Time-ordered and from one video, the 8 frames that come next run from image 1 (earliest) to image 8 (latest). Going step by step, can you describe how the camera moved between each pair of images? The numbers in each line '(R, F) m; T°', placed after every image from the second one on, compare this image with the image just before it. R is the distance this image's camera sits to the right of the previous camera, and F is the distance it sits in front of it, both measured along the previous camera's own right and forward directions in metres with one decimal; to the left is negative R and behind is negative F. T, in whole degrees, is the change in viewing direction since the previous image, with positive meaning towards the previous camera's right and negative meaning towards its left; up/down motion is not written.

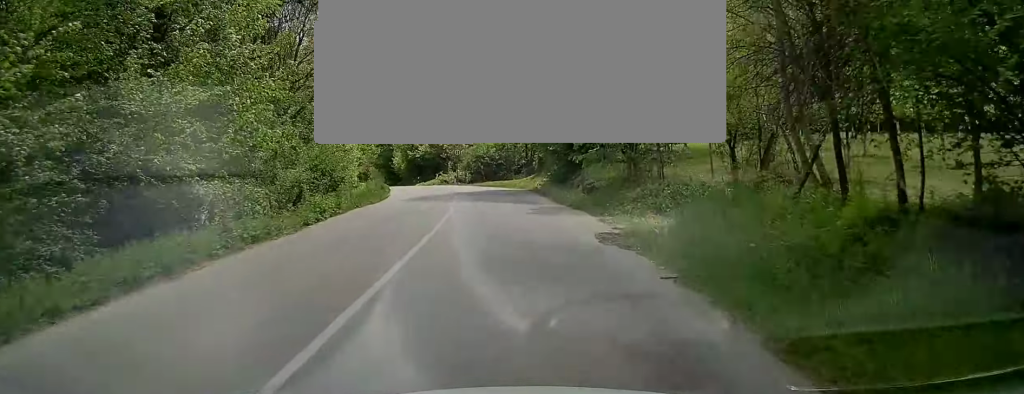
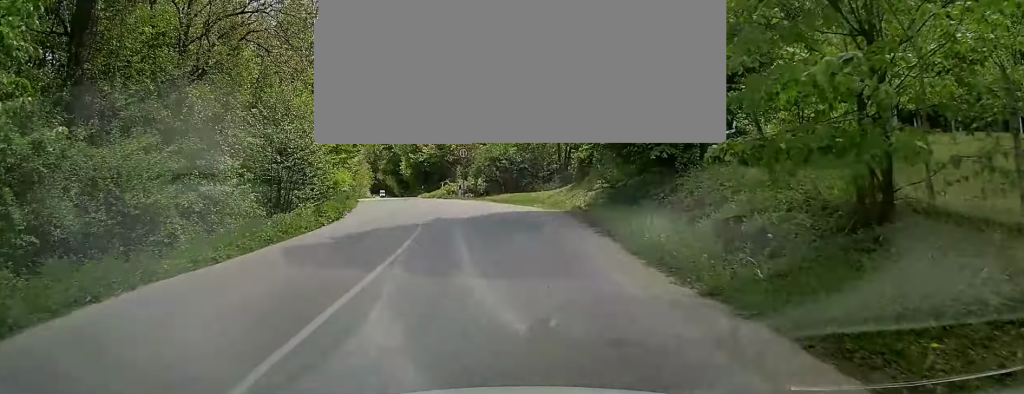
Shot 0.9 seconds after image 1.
(-0.2, +14.1) m; -3°
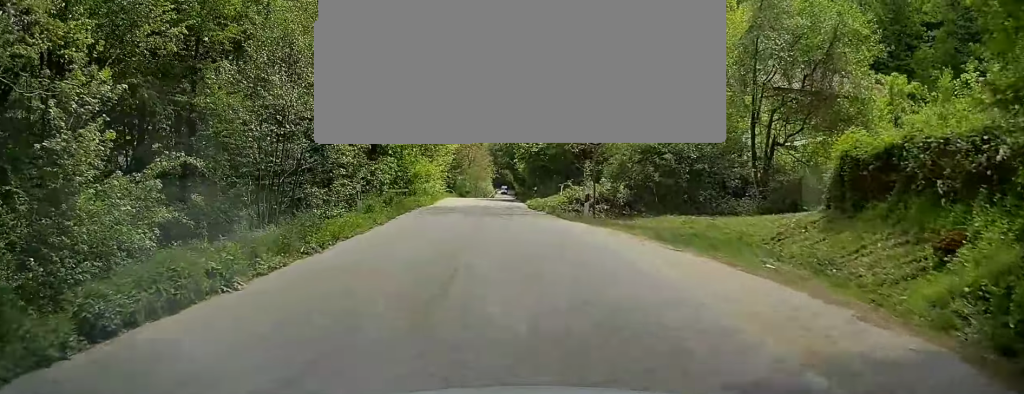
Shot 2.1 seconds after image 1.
(-0.6, +16.6) m; -9°
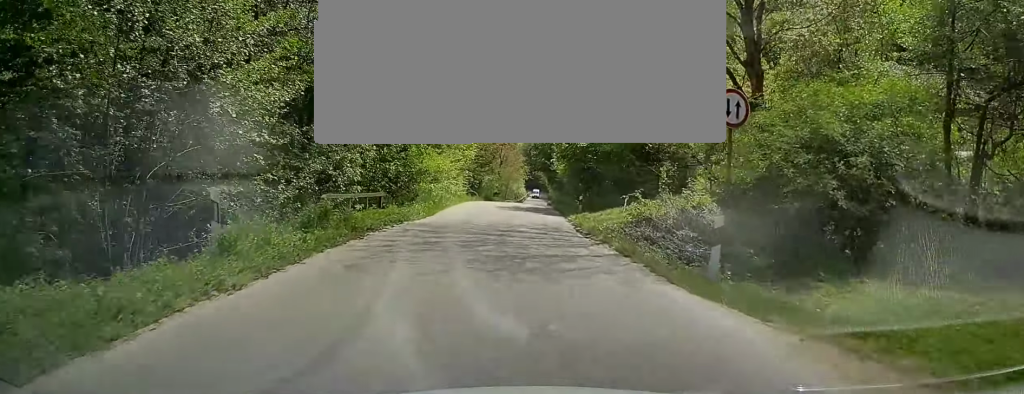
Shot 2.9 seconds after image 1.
(-1.1, +10.1) m; -4°
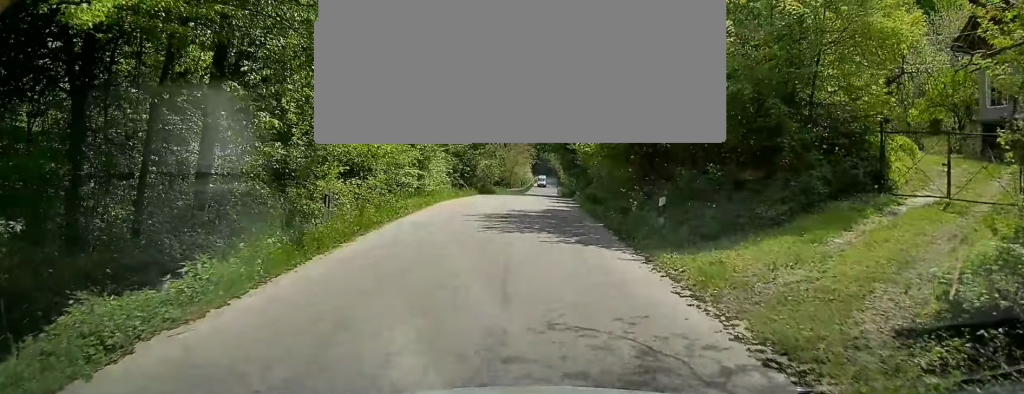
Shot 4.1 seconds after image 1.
(-0.3, +15.1) m; -2°
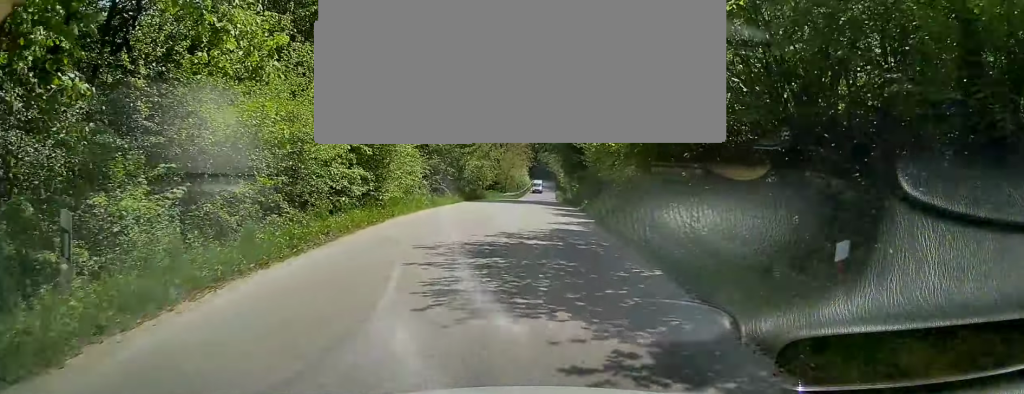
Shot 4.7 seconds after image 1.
(-0.1, +7.1) m; 0°
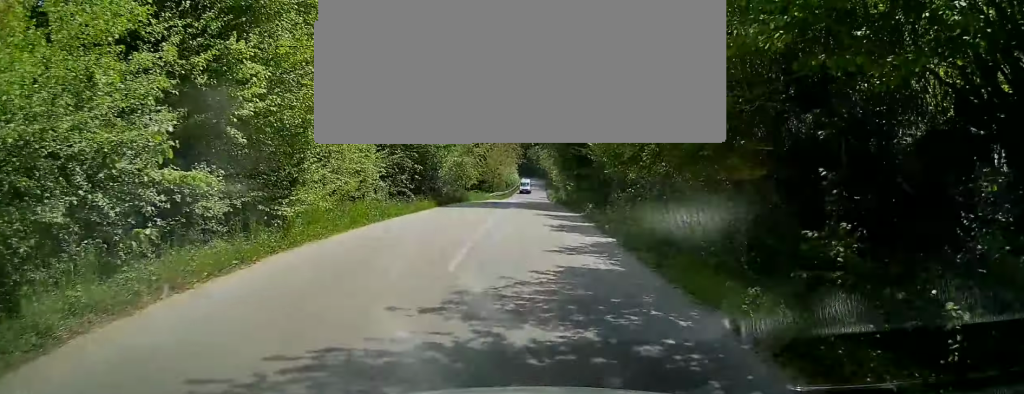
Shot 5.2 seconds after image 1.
(-0.1, +6.7) m; 0°
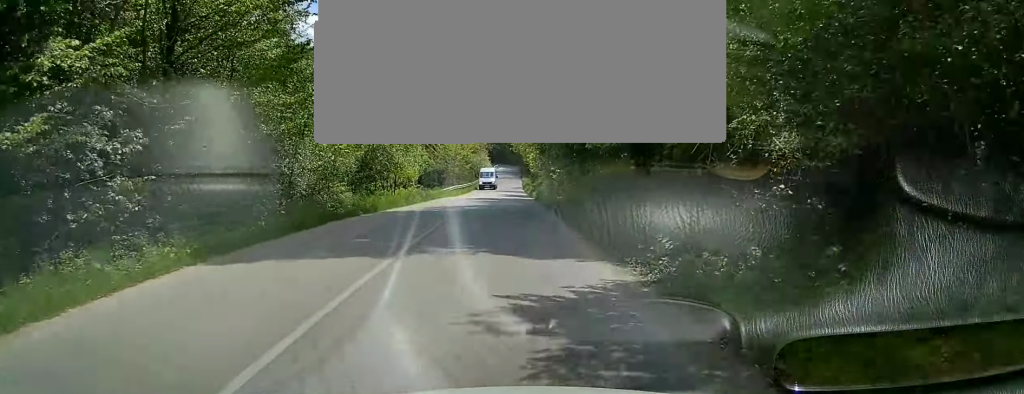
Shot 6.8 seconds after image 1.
(0.0, +17.1) m; -1°
